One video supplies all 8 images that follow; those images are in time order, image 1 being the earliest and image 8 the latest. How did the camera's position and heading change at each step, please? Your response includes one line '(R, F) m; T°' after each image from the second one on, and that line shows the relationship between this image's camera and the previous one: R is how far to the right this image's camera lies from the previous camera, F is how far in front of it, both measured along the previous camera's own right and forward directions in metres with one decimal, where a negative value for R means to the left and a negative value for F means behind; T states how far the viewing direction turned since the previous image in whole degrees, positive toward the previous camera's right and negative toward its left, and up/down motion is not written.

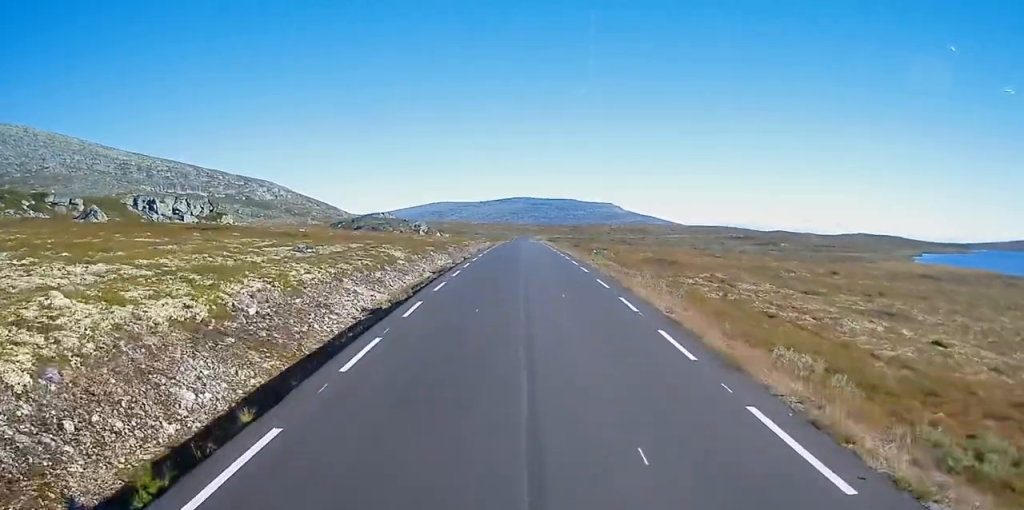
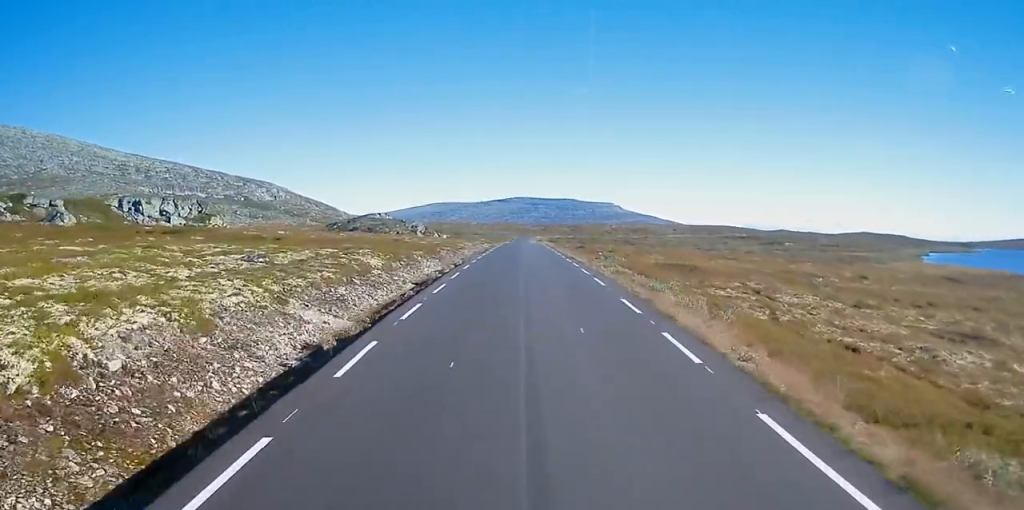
(0.0, +6.4) m; -1°
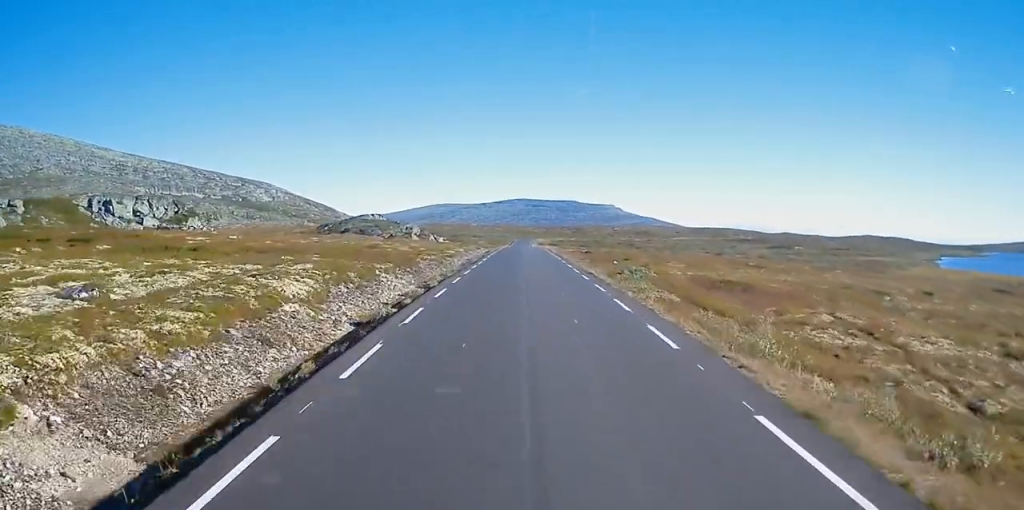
(-0.1, +11.8) m; +1°
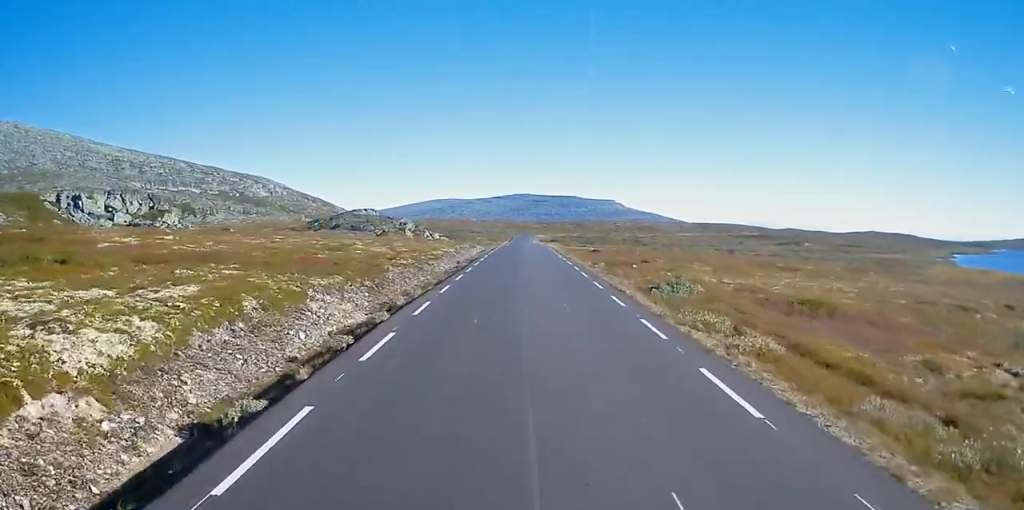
(+0.2, +10.8) m; 0°
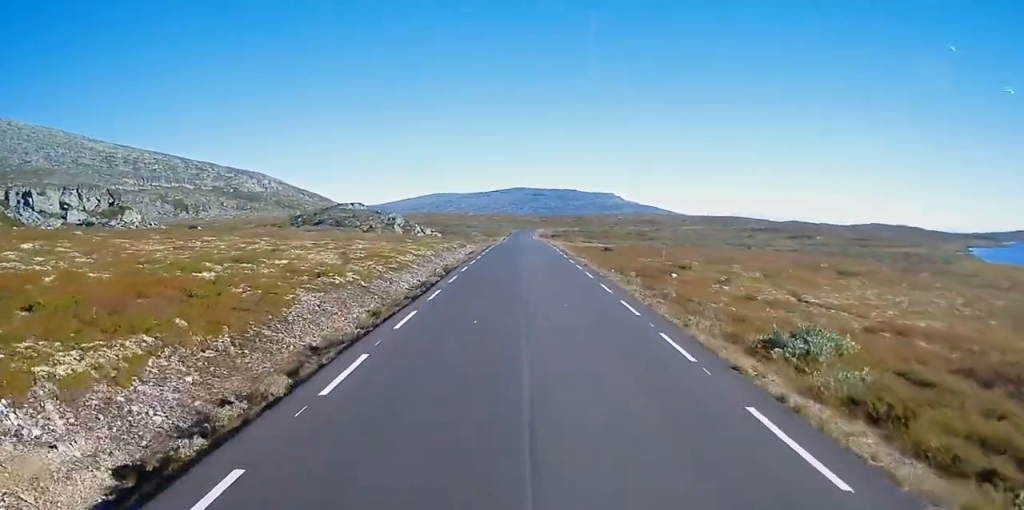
(-0.1, +14.6) m; 0°
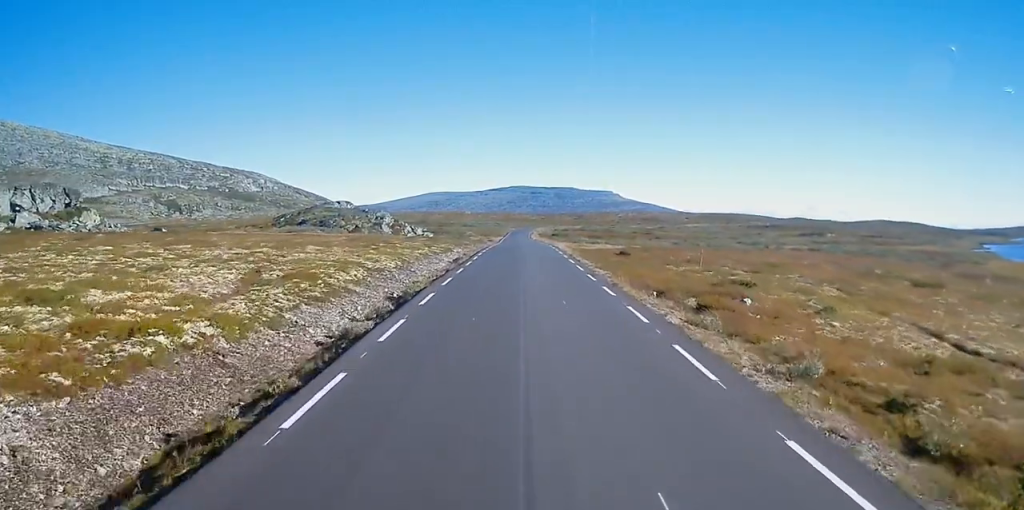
(0.0, +13.5) m; 0°
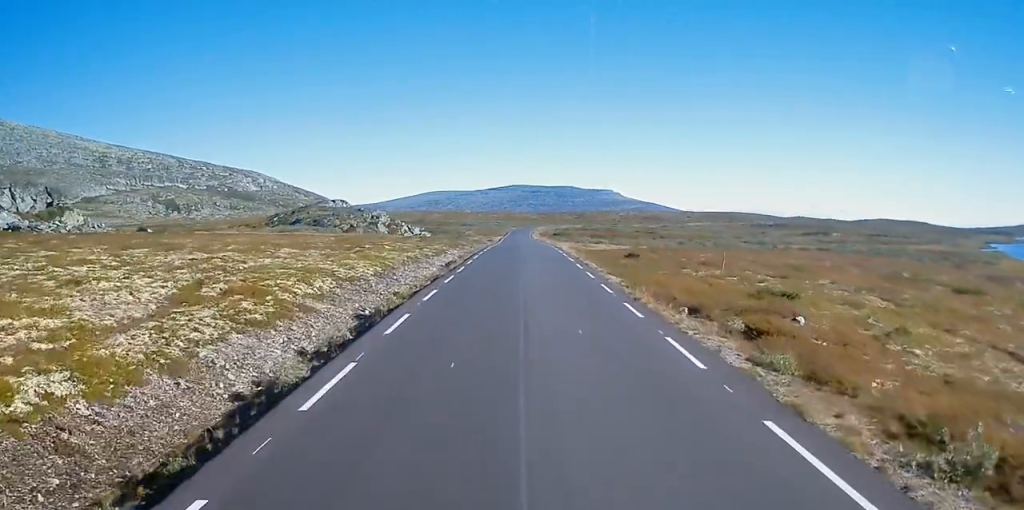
(-0.1, +5.2) m; 0°
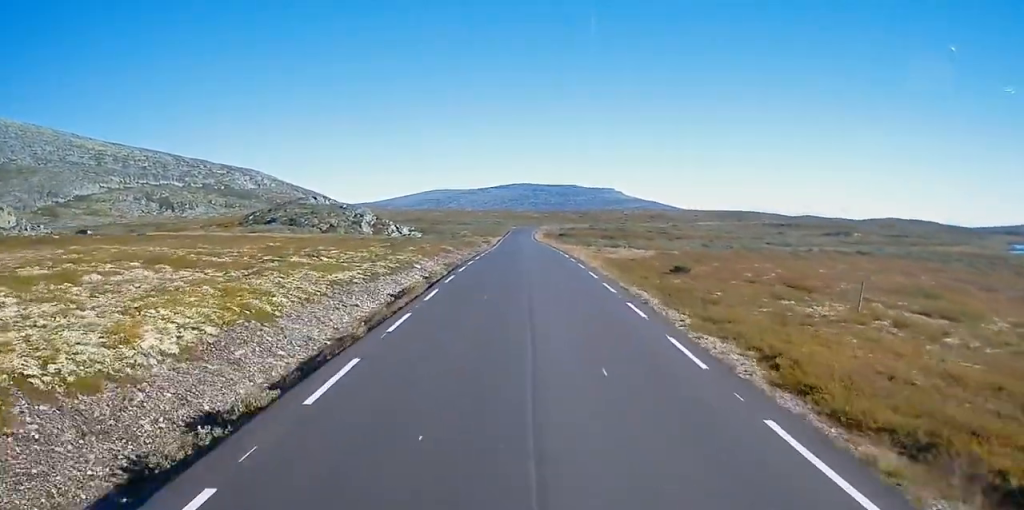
(+0.3, +18.0) m; 0°
